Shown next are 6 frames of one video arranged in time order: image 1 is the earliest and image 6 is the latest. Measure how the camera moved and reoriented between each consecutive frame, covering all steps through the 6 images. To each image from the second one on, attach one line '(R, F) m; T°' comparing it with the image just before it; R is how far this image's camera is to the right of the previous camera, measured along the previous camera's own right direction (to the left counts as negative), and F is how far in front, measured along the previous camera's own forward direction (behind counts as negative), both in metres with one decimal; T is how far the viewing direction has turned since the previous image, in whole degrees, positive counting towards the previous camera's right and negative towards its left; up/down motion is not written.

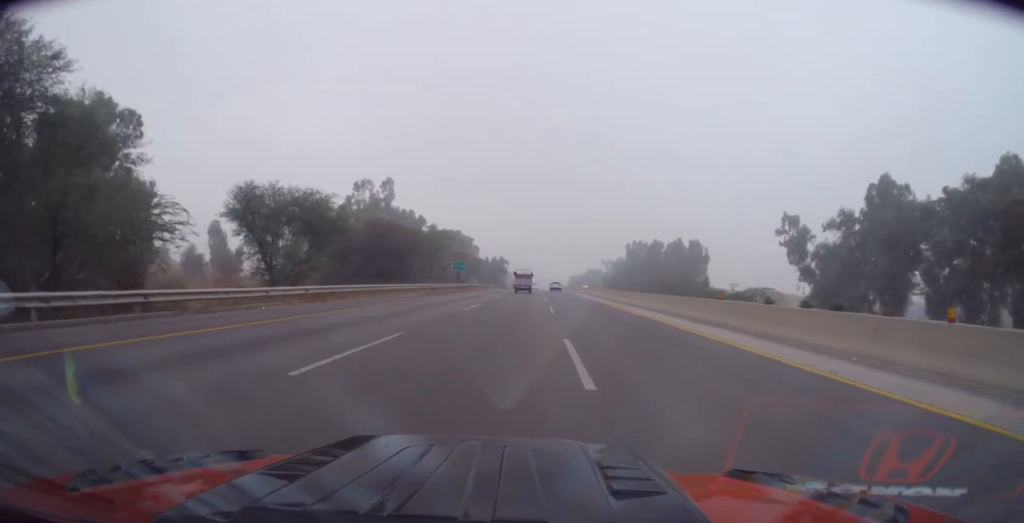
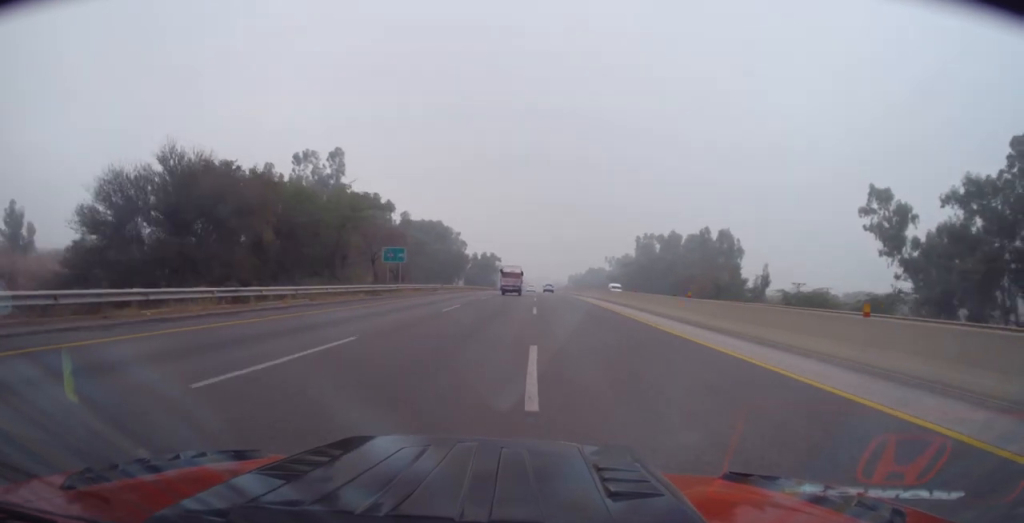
(-0.1, +37.2) m; +1°
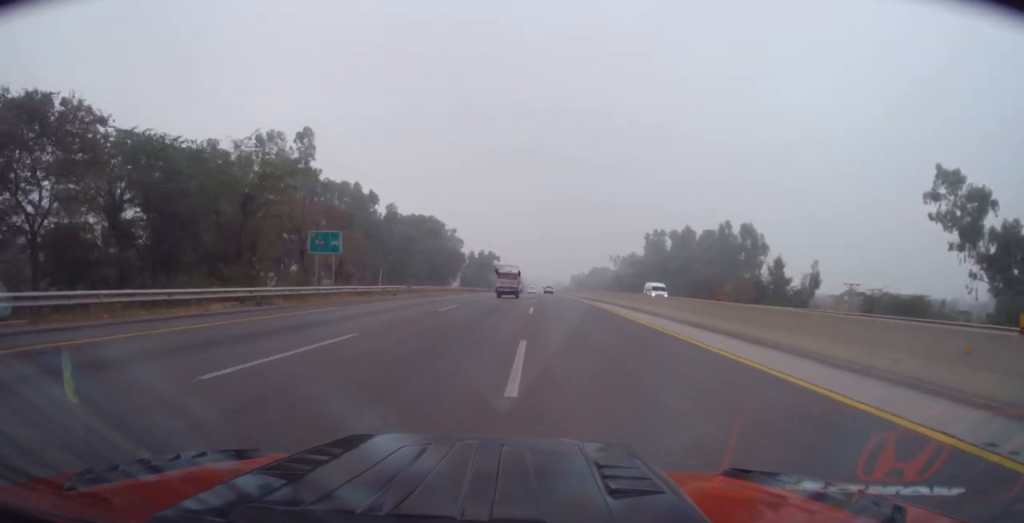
(+0.5, +17.4) m; 0°
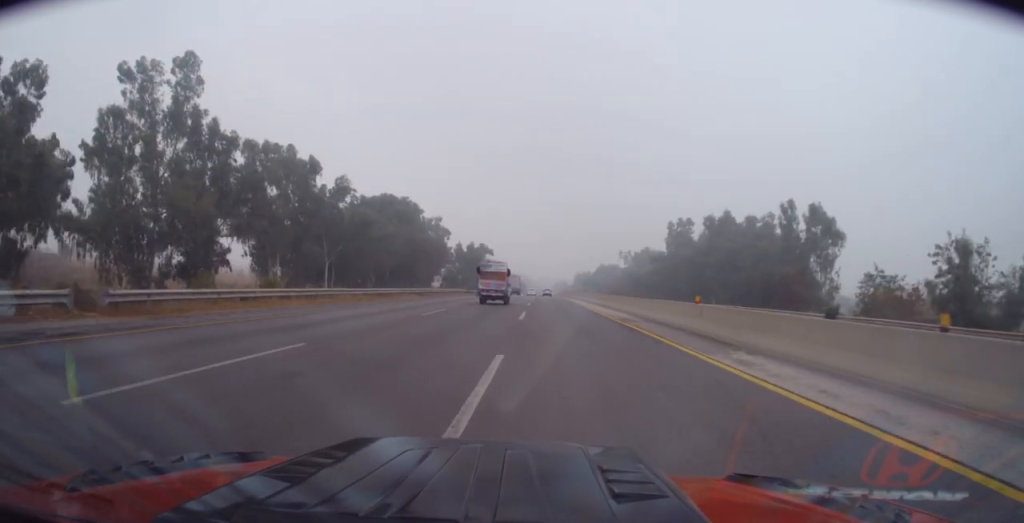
(-0.5, +38.1) m; -1°
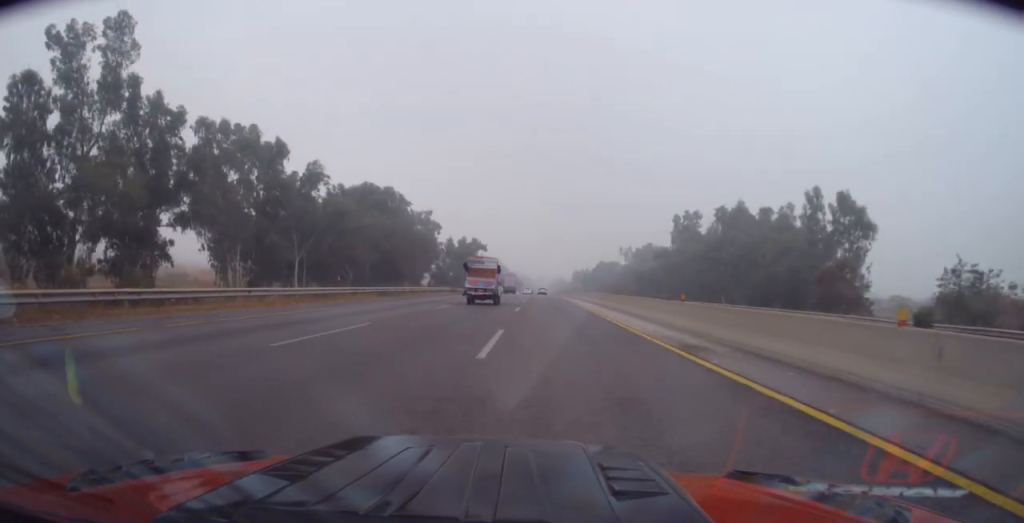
(-0.2, +12.5) m; 0°
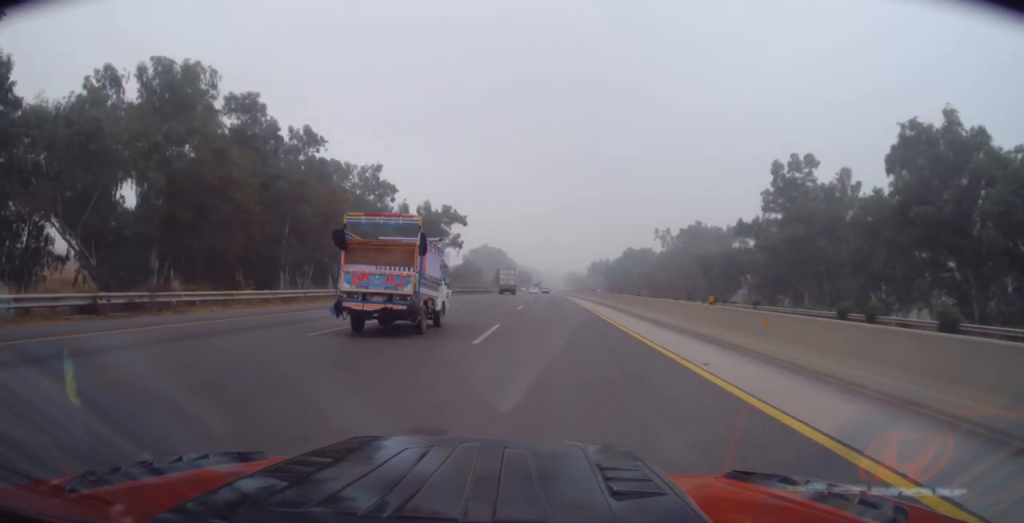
(-0.3, +70.1) m; -1°
